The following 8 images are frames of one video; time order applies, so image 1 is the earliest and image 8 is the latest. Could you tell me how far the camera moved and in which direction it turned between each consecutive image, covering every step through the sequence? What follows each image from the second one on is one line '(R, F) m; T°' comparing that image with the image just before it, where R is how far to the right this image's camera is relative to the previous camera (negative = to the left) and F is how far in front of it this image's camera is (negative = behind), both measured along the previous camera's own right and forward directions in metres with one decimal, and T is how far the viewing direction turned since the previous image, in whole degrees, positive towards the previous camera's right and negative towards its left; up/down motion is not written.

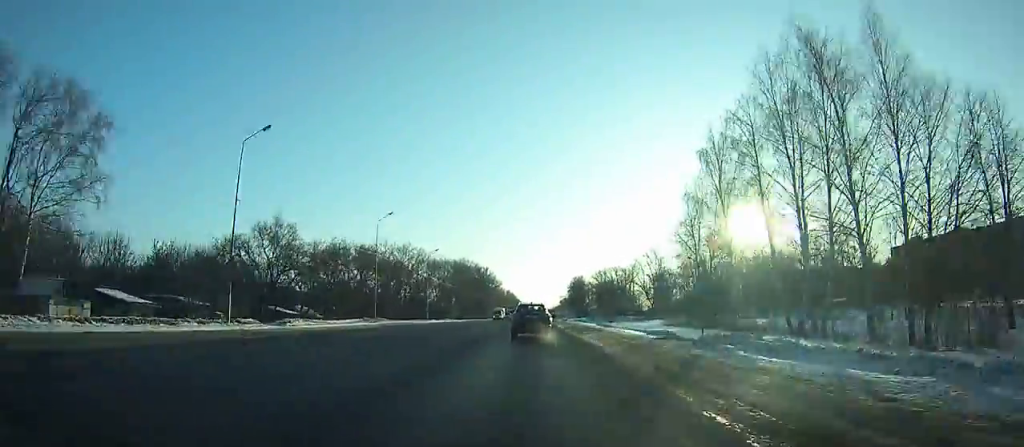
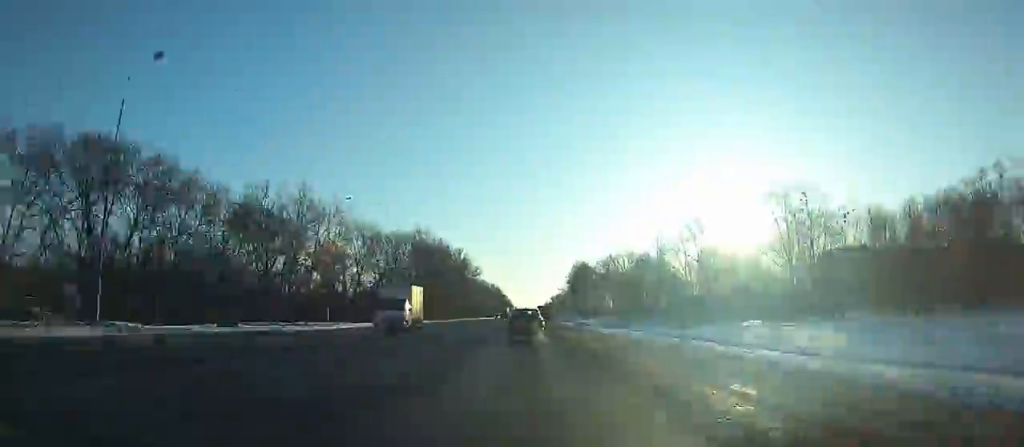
(+0.1, +67.2) m; 0°
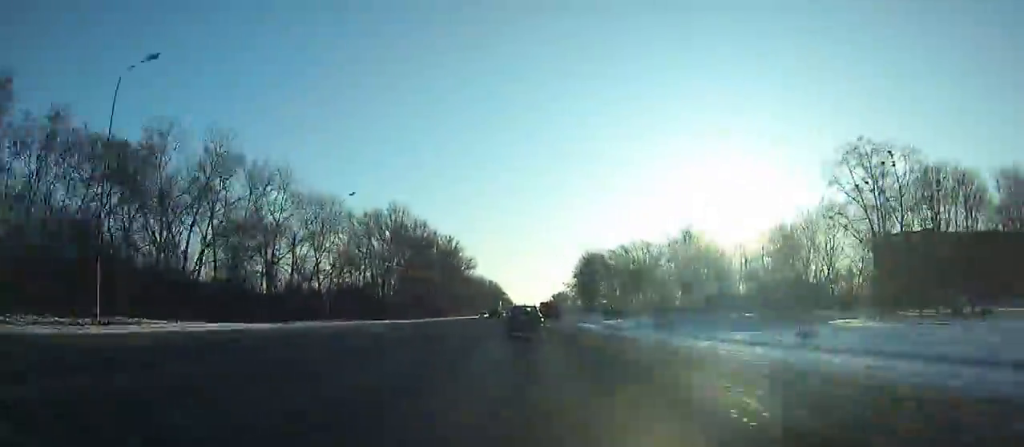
(0.0, +26.9) m; 0°
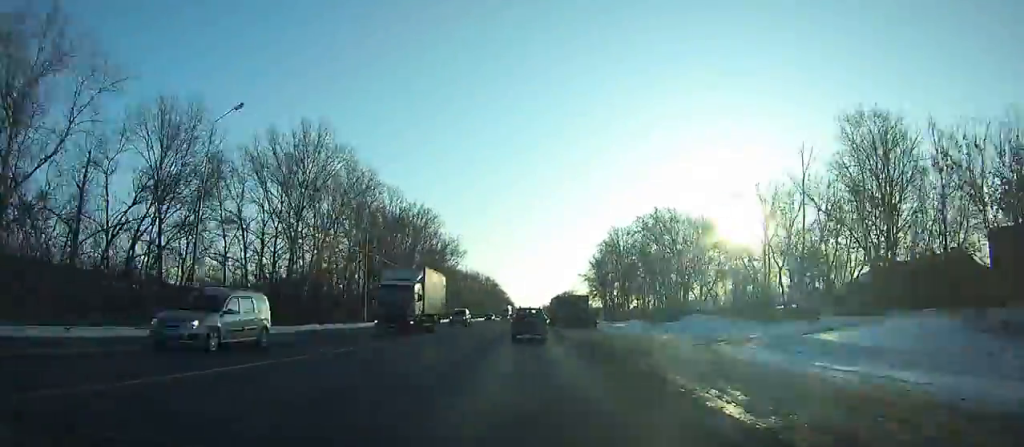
(0.0, +48.4) m; 0°
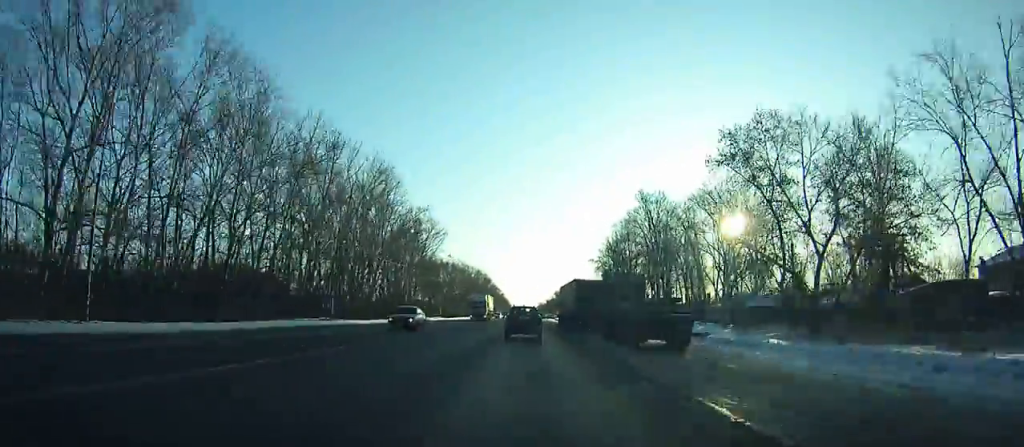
(+0.1, +33.8) m; 0°
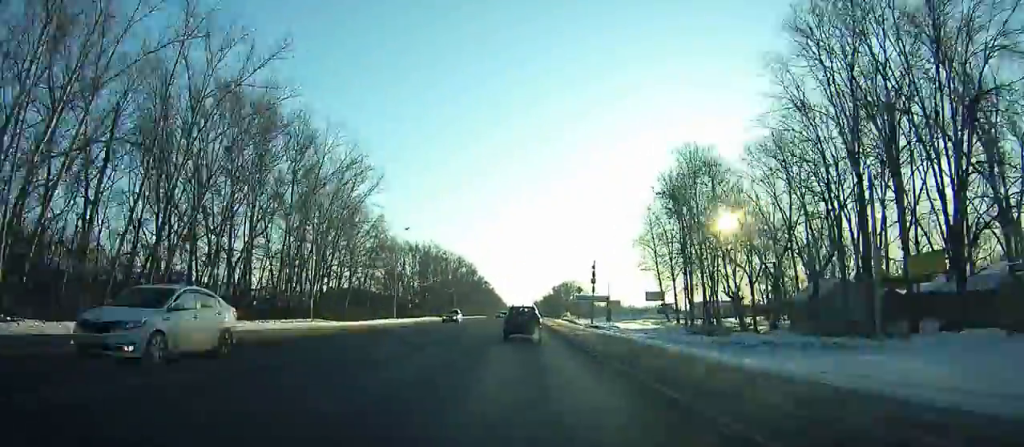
(+0.4, +57.8) m; +1°
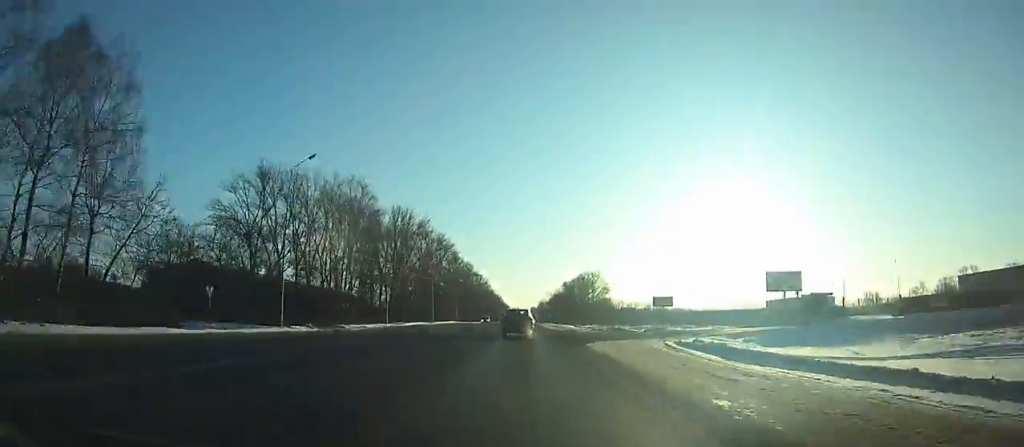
(+0.2, +90.8) m; 0°
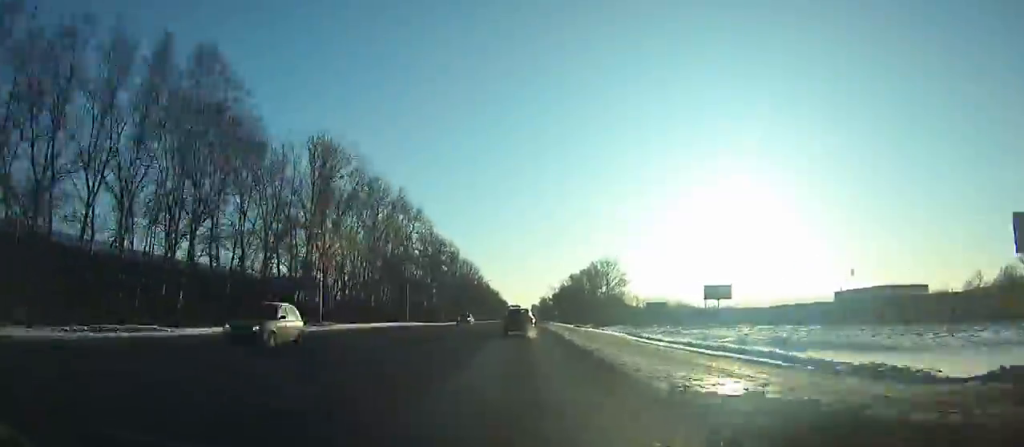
(-0.5, +49.9) m; 0°
